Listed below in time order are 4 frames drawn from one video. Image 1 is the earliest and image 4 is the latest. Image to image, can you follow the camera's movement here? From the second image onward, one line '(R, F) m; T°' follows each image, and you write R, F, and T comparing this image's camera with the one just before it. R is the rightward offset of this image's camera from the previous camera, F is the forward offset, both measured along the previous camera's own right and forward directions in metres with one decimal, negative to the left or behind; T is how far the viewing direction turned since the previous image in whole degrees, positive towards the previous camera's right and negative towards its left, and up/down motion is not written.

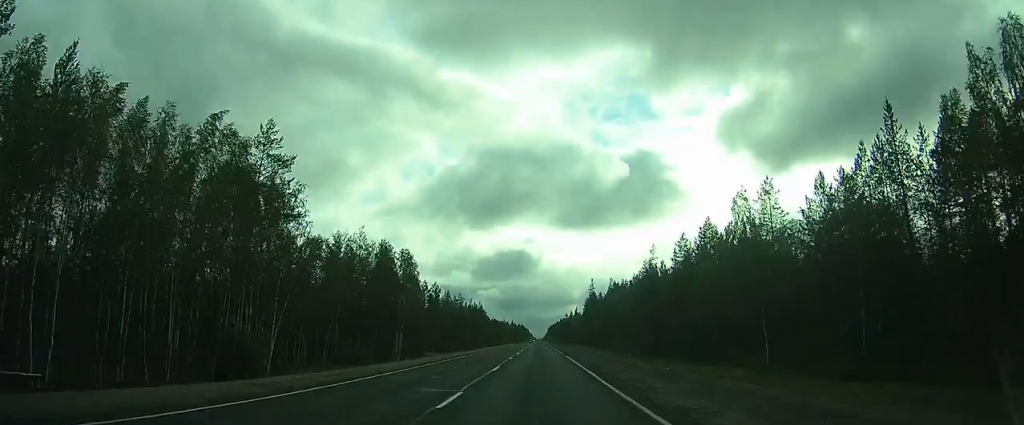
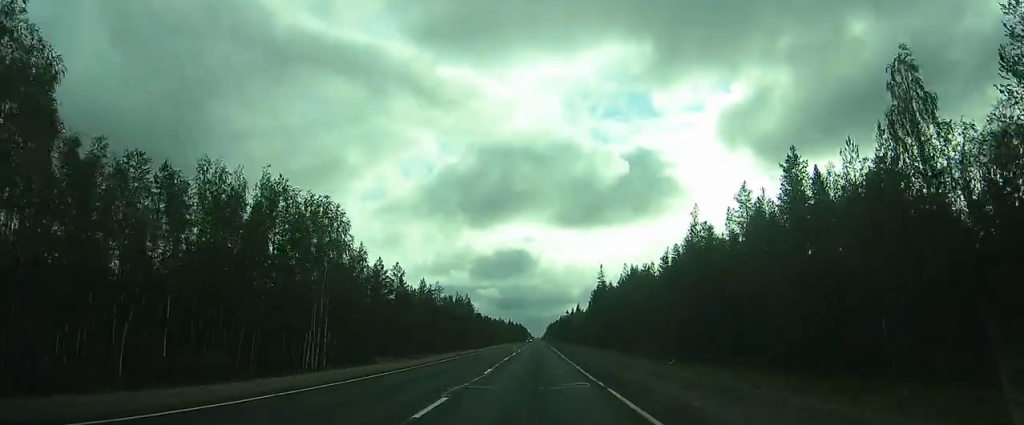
(+0.1, +25.3) m; 0°
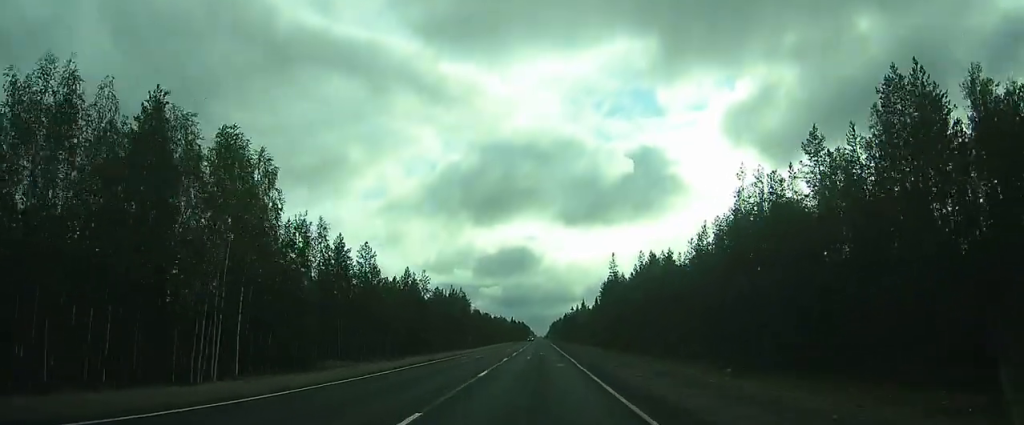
(0.0, +14.2) m; 0°
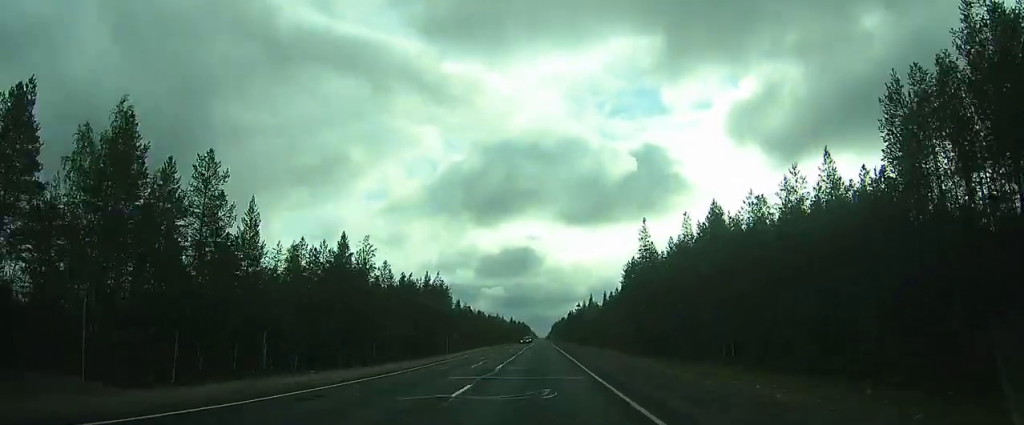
(+0.2, +28.7) m; +1°
